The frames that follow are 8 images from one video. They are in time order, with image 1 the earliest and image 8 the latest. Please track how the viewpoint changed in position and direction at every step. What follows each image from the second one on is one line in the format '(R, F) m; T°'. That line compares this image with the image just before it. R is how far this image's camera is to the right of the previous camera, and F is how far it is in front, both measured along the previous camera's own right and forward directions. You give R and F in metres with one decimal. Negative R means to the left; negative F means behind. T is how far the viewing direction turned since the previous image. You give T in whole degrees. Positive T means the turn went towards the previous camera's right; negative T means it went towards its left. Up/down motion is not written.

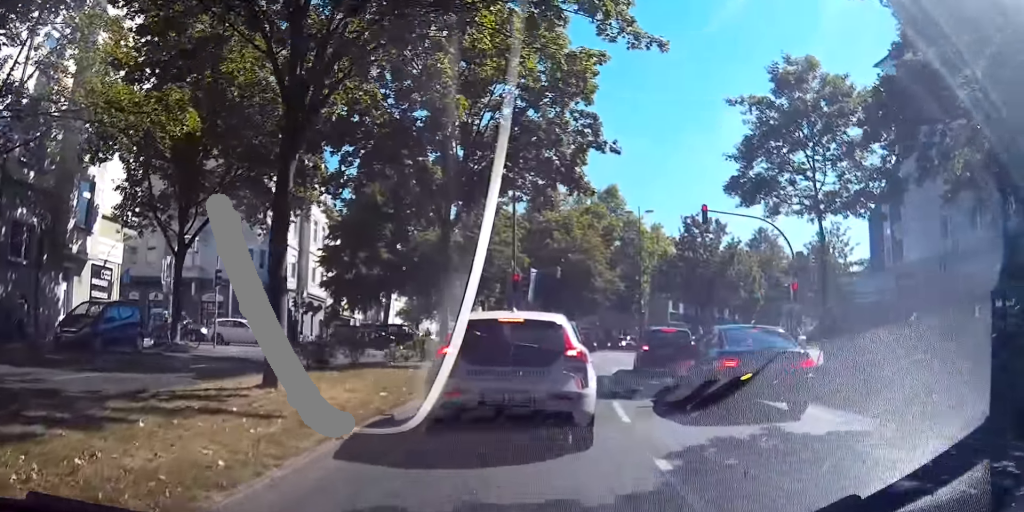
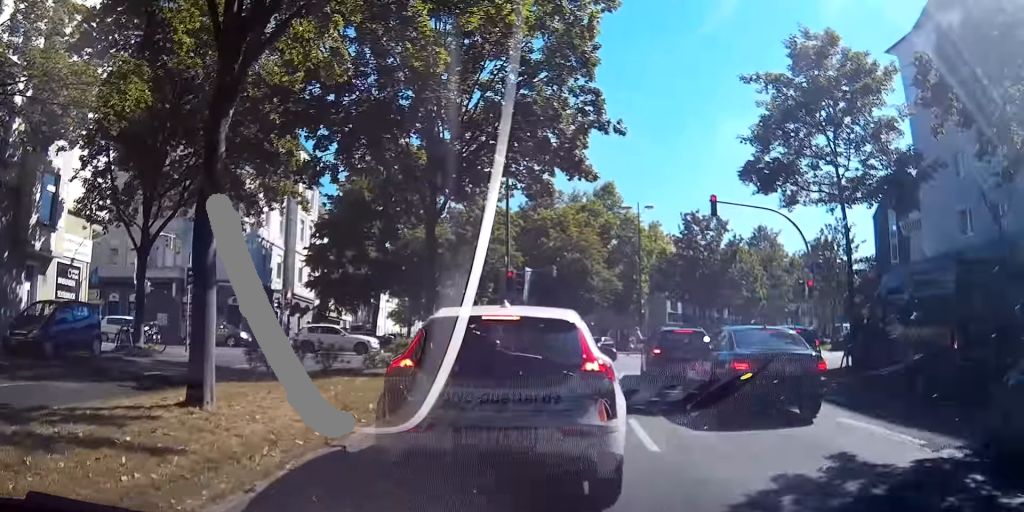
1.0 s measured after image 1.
(-0.3, +0.9) m; 0°
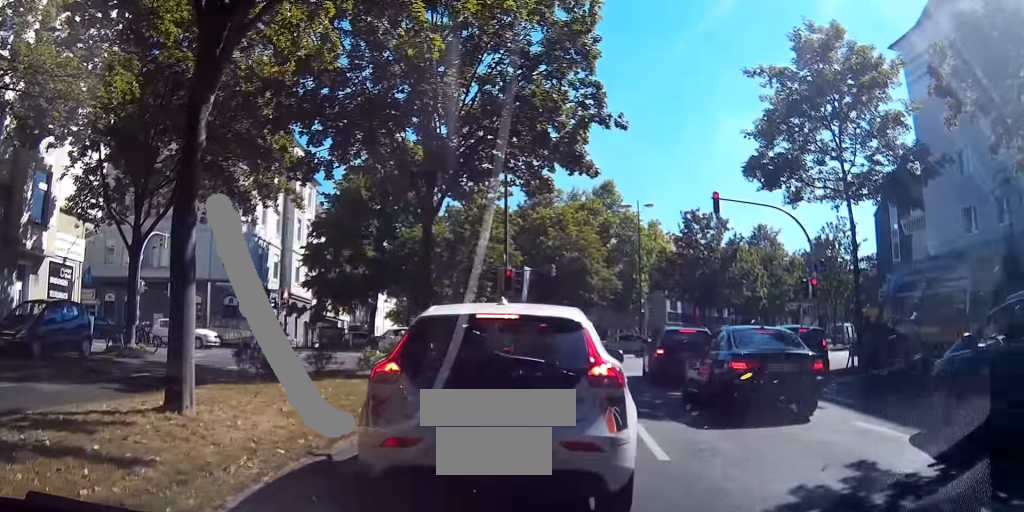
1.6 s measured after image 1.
(-0.2, +0.2) m; 0°
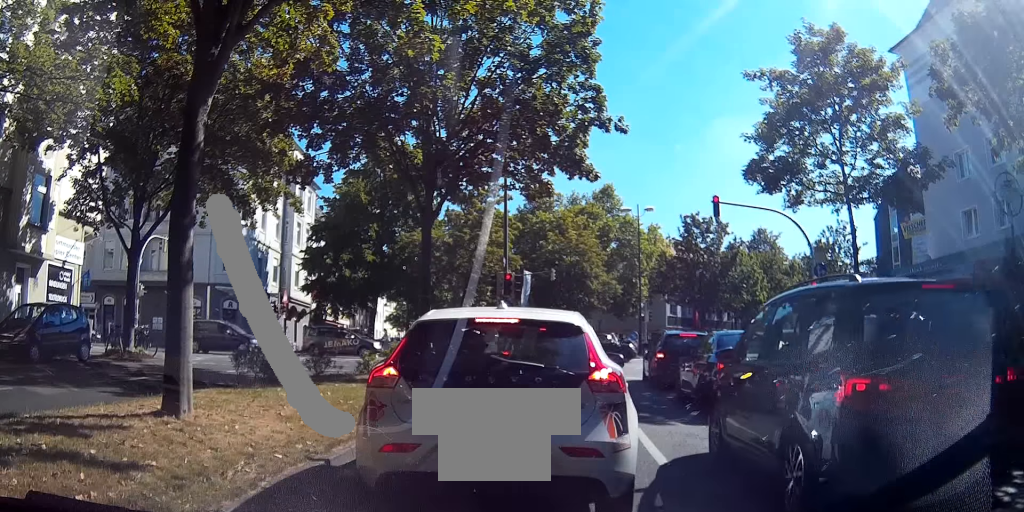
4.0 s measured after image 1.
(-0.1, 0.0) m; 0°
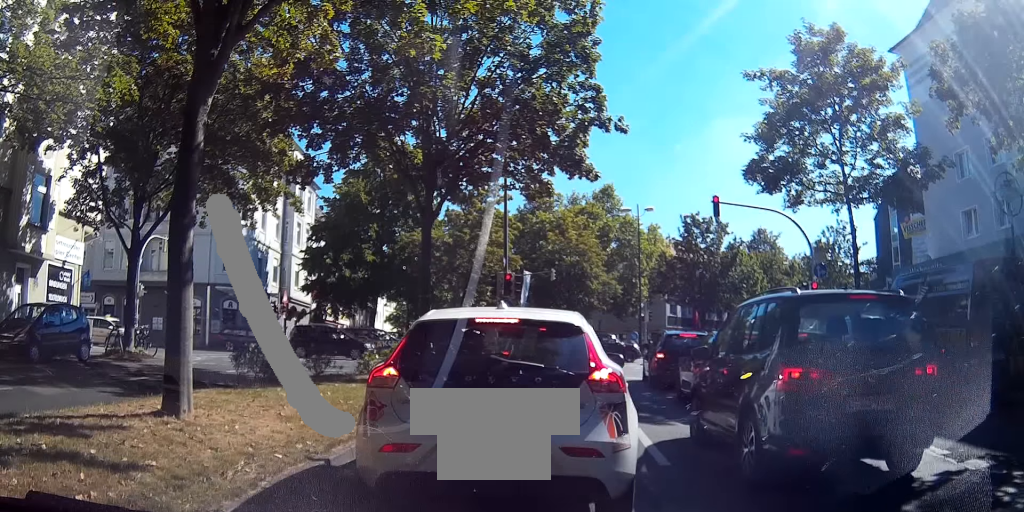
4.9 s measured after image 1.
(0.0, 0.0) m; 0°
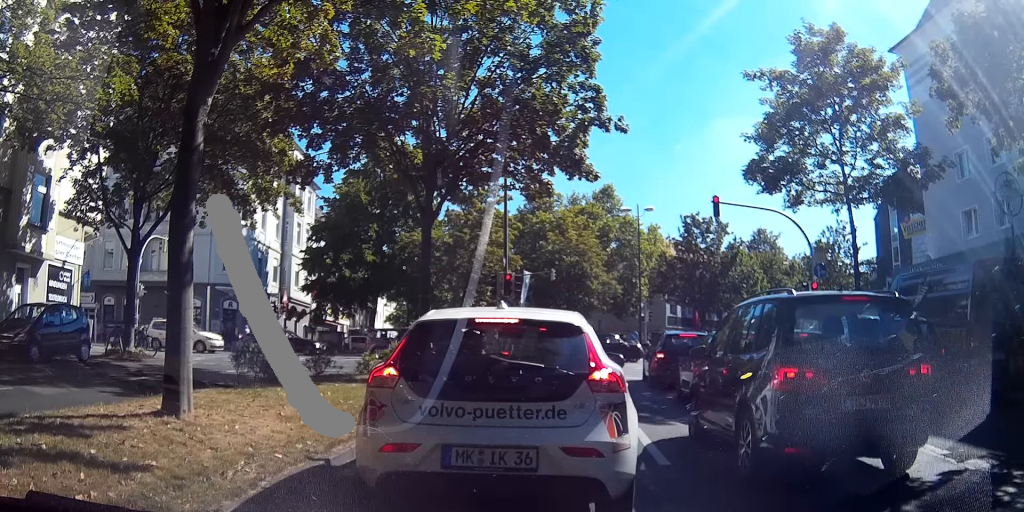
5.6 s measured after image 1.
(0.0, 0.0) m; 0°
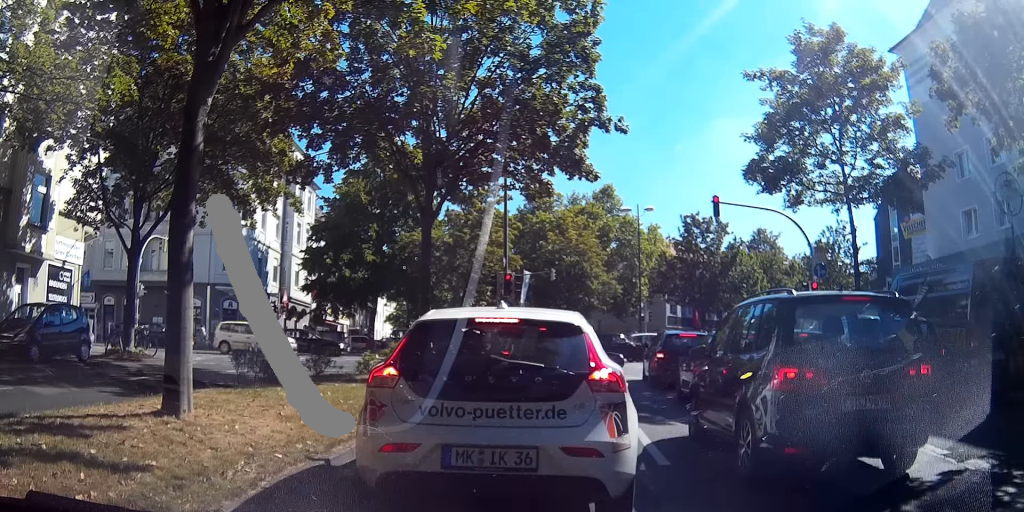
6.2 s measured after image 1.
(0.0, 0.0) m; 0°
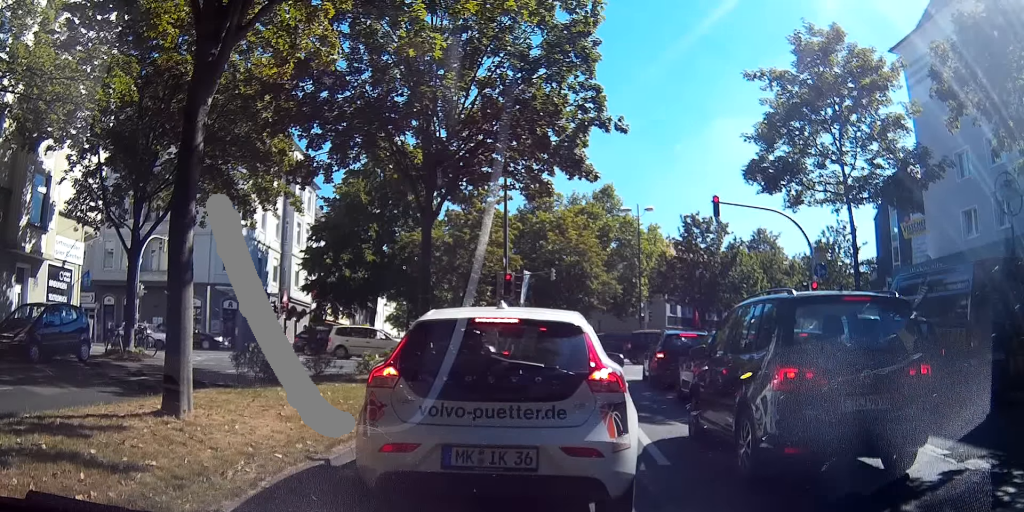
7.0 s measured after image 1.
(0.0, 0.0) m; 0°
